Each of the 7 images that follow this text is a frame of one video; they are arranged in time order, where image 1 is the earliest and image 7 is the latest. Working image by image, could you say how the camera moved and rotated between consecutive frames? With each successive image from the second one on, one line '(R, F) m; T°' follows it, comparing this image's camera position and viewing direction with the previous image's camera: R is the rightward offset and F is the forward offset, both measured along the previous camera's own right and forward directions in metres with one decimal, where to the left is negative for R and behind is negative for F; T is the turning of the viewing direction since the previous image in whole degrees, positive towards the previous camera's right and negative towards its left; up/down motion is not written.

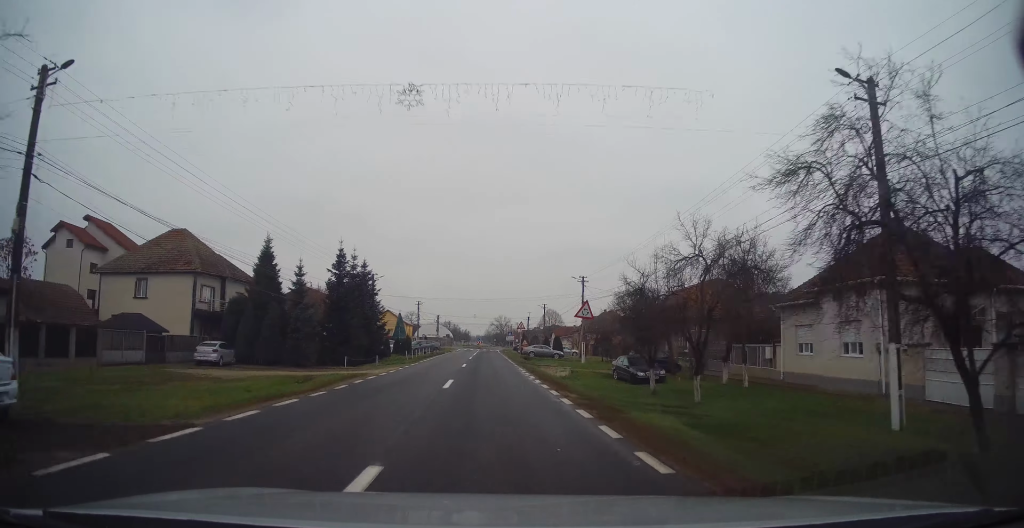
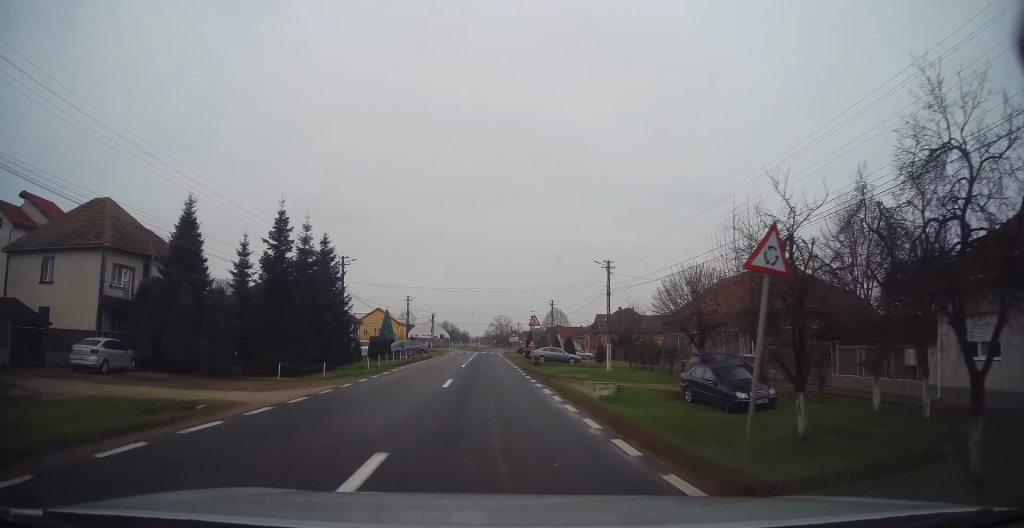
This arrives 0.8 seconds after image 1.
(0.0, +11.2) m; 0°
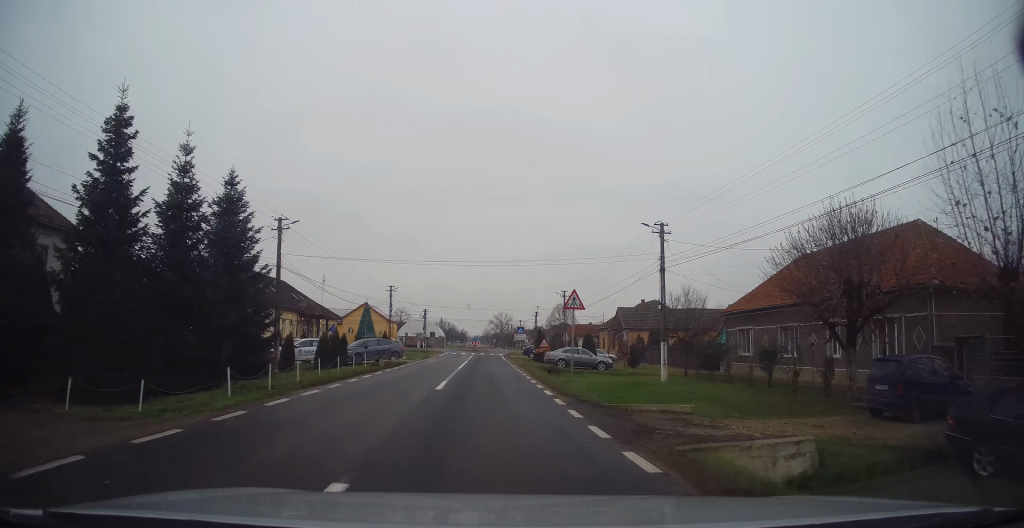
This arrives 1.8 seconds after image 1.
(+0.2, +13.6) m; 0°
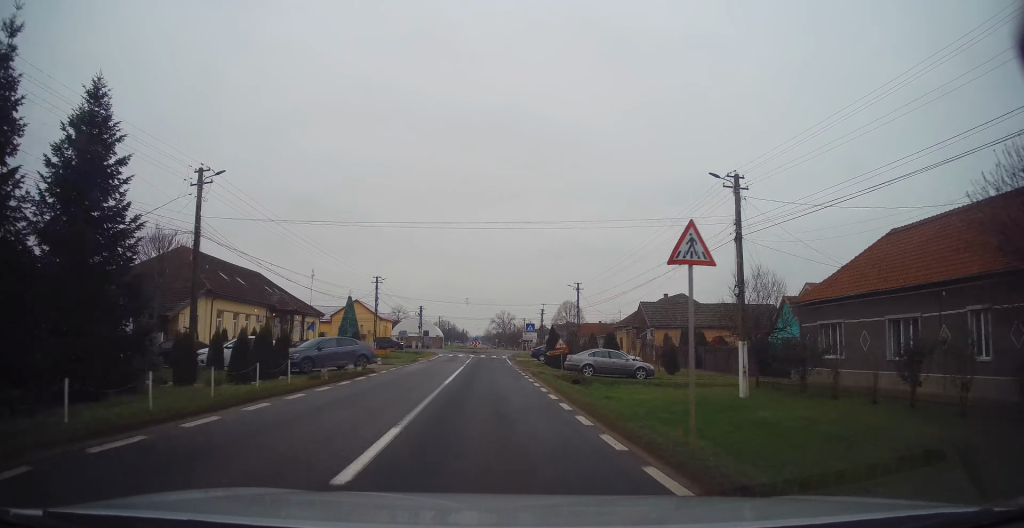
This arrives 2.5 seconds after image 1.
(0.0, +8.7) m; 0°
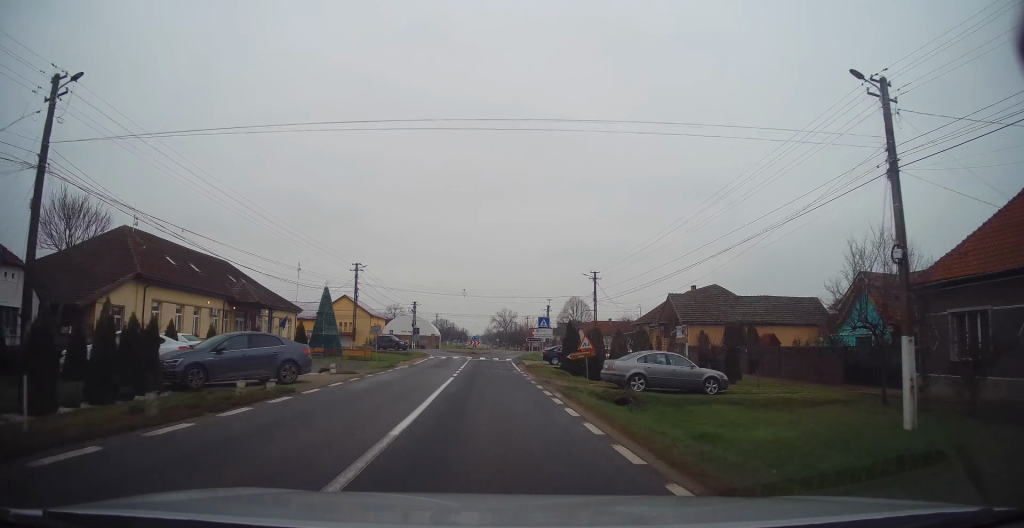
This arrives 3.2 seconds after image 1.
(-0.2, +9.0) m; 0°
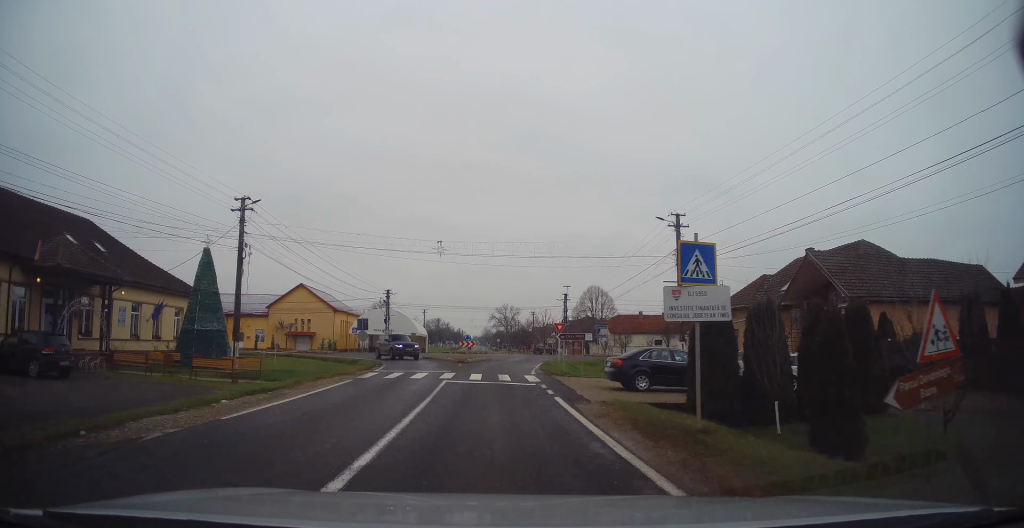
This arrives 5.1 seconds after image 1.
(+0.3, +21.1) m; 0°
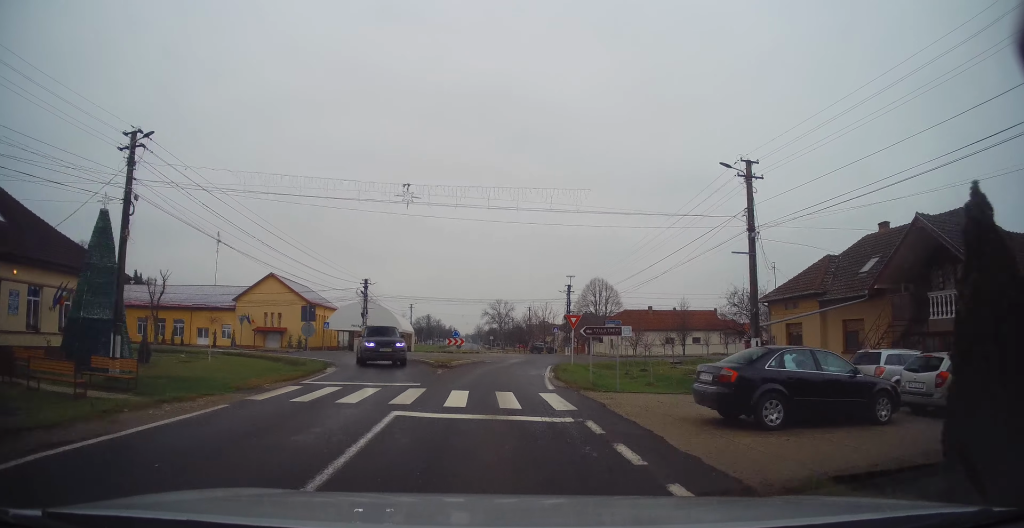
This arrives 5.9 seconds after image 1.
(0.0, +8.0) m; +2°
